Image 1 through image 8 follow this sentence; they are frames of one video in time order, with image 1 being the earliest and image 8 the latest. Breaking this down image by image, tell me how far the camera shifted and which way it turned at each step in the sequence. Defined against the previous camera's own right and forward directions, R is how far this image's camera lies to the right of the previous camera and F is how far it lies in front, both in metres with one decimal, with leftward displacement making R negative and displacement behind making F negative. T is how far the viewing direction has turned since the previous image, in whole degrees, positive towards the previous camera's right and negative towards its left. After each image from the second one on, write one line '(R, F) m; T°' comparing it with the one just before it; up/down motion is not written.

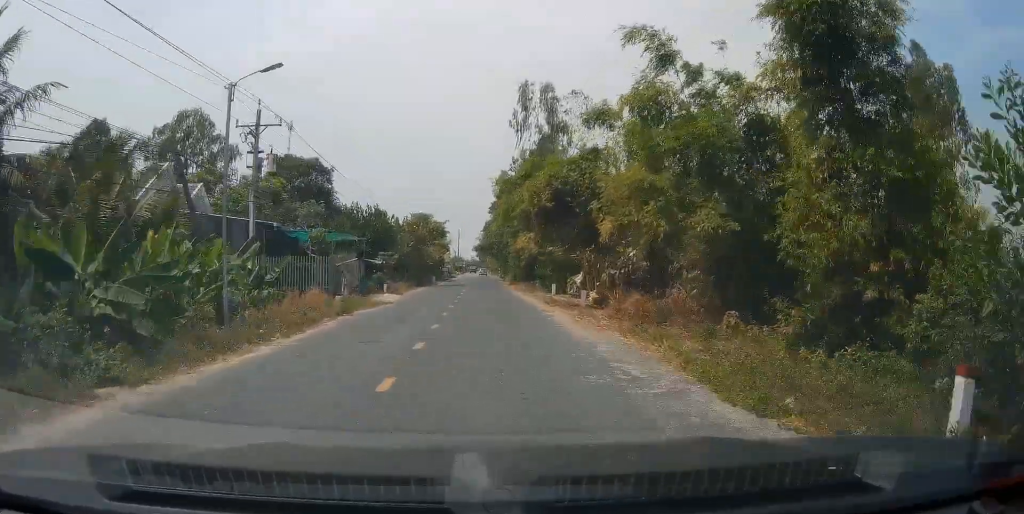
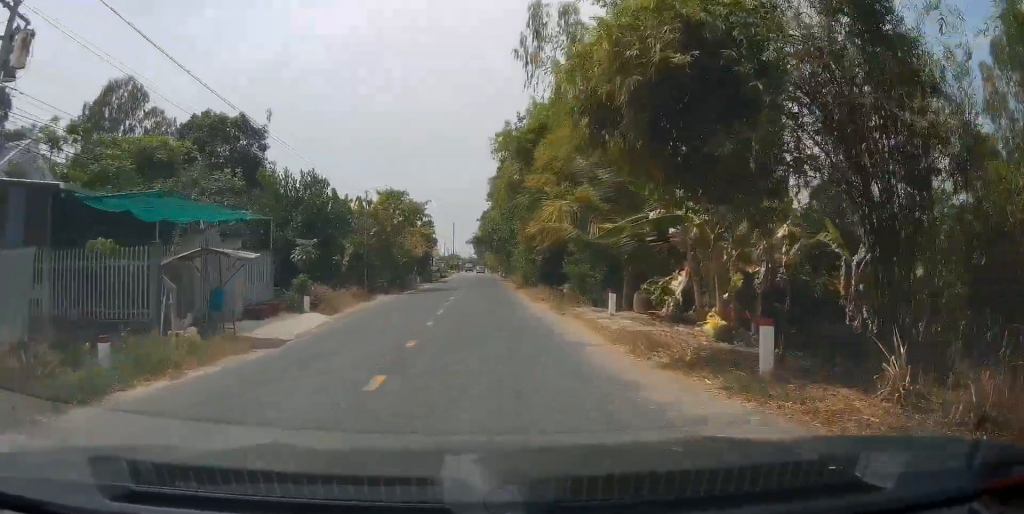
(+0.7, +16.0) m; +1°
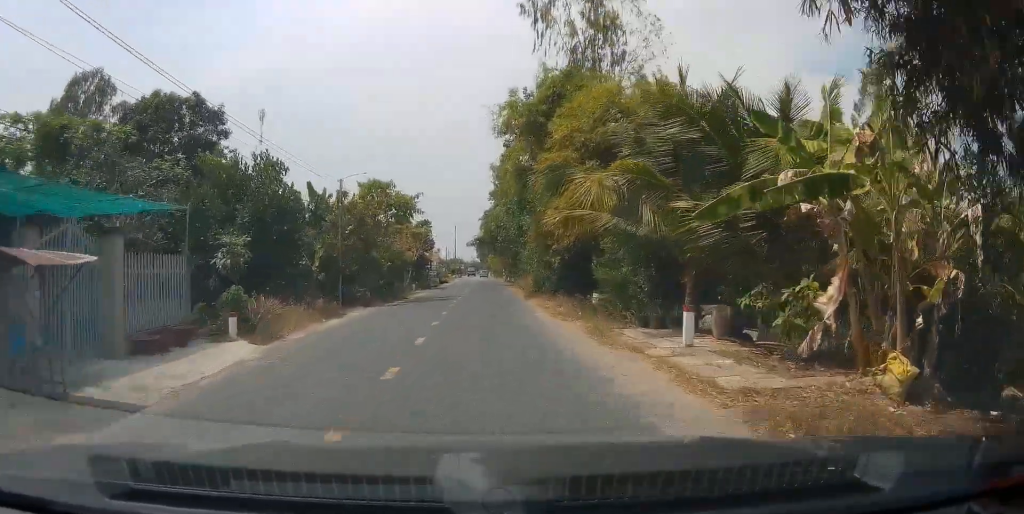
(0.0, +7.0) m; 0°
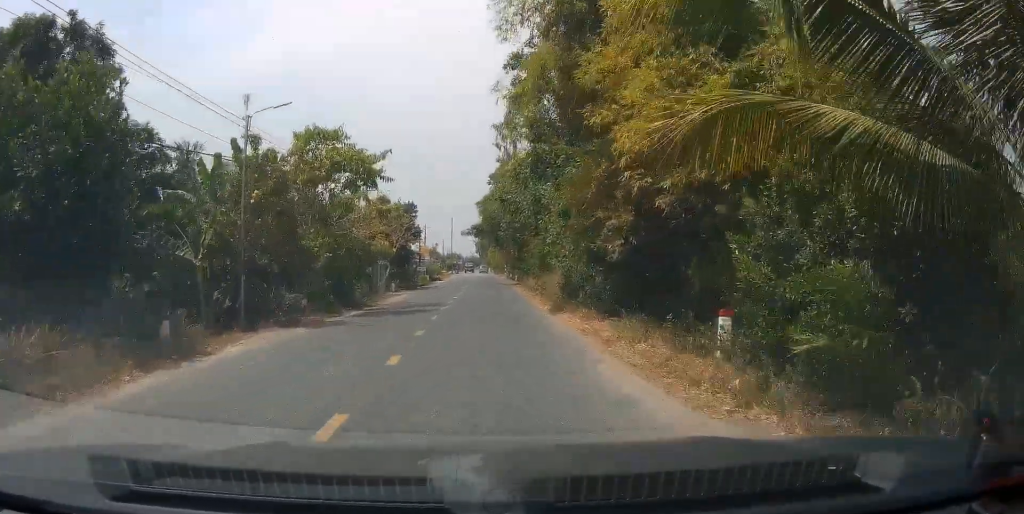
(-0.2, +11.8) m; 0°
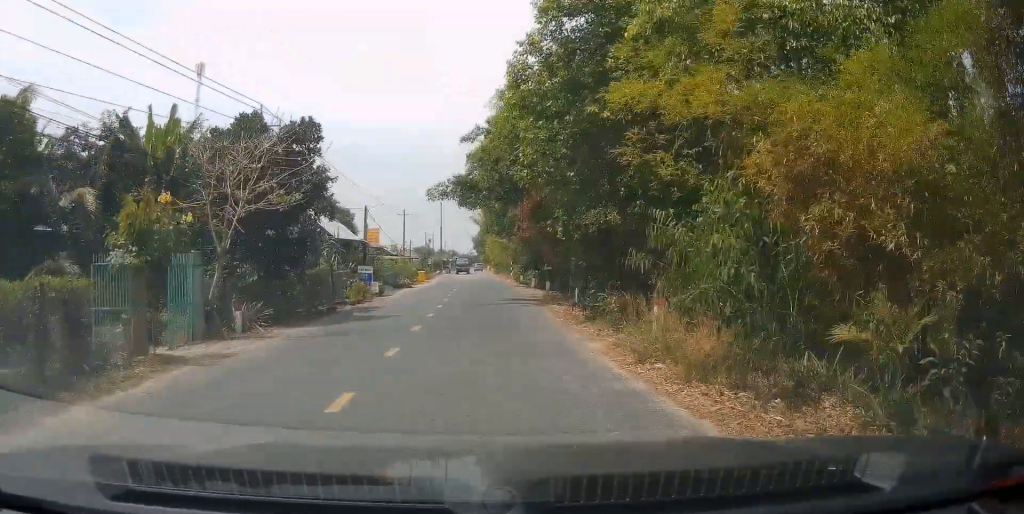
(+0.7, +28.1) m; +1°
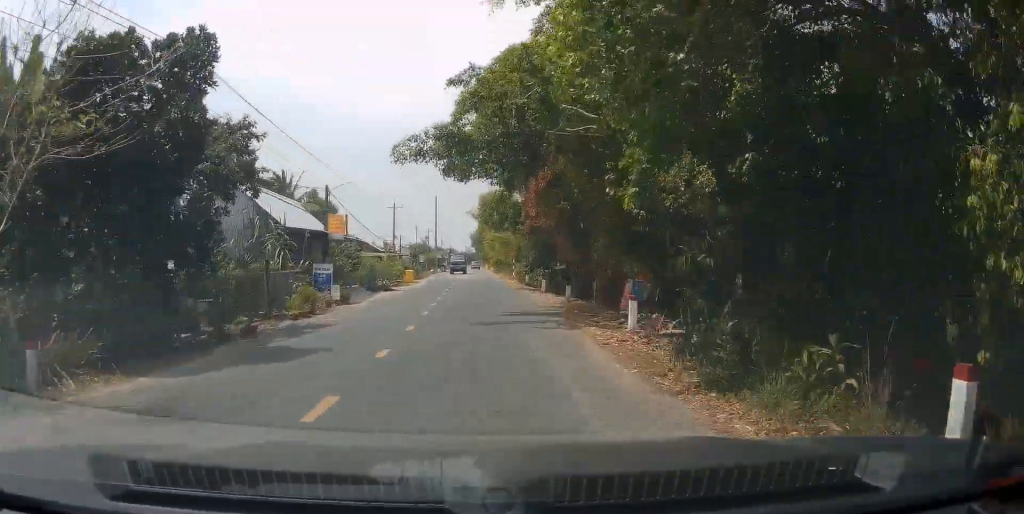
(0.0, +8.7) m; -1°
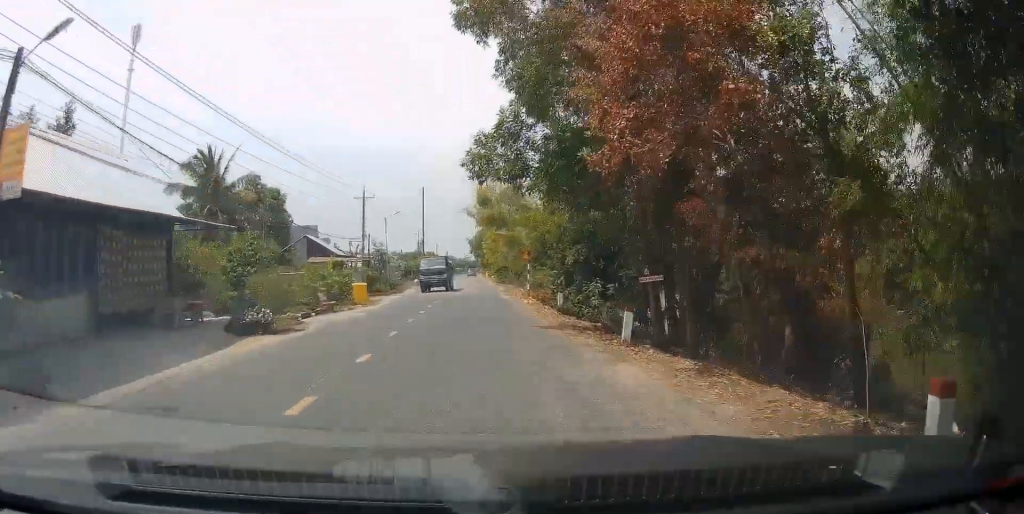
(-0.6, +21.3) m; -3°
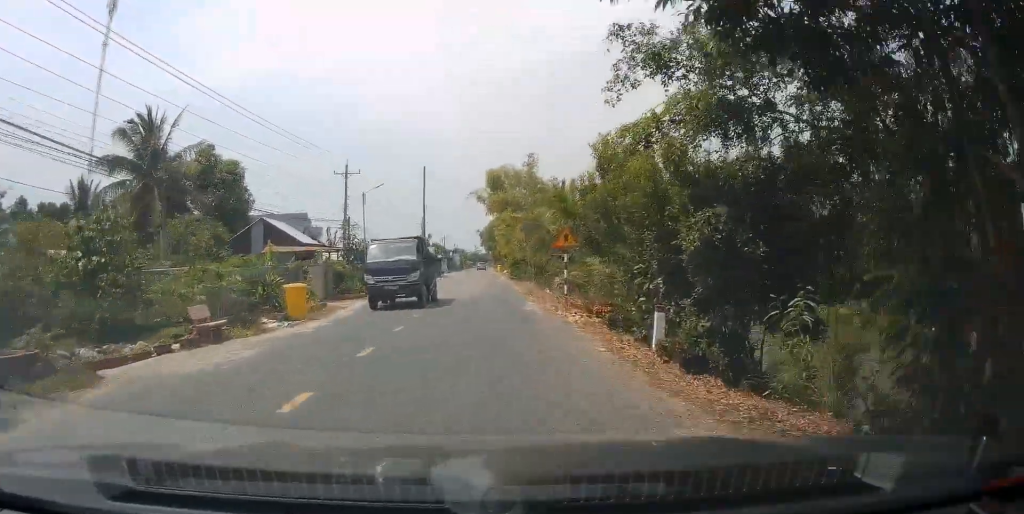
(-0.2, +12.6) m; 0°
